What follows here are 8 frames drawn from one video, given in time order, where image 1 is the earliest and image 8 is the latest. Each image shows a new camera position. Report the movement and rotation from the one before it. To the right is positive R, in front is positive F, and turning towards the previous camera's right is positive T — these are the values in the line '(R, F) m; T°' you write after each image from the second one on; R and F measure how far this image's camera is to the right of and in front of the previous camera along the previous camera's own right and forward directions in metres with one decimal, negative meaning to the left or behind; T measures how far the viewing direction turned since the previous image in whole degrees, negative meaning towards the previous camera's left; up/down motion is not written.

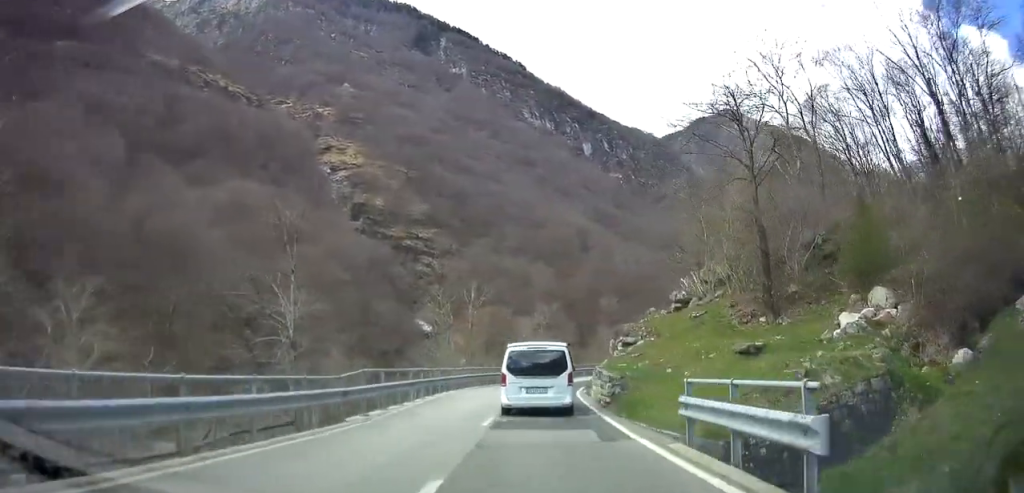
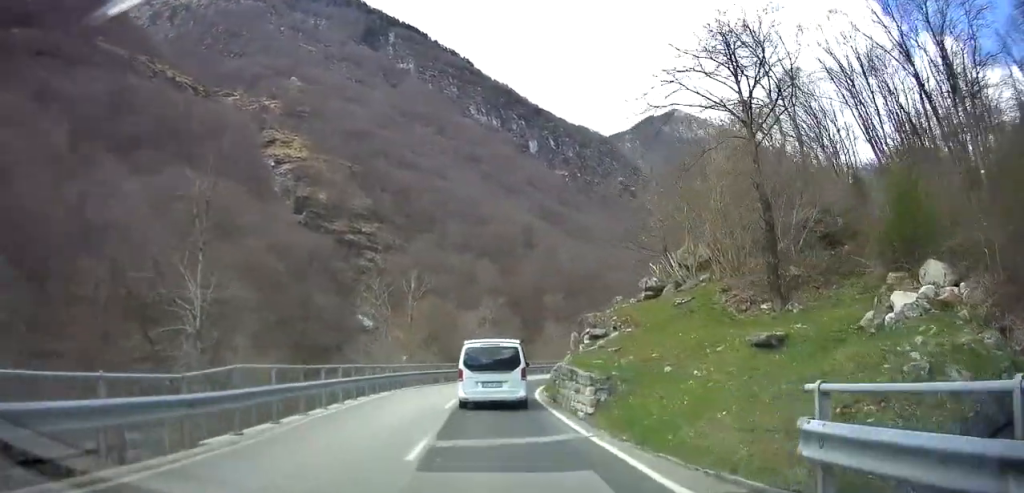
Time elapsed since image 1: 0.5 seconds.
(+0.7, +4.7) m; +7°
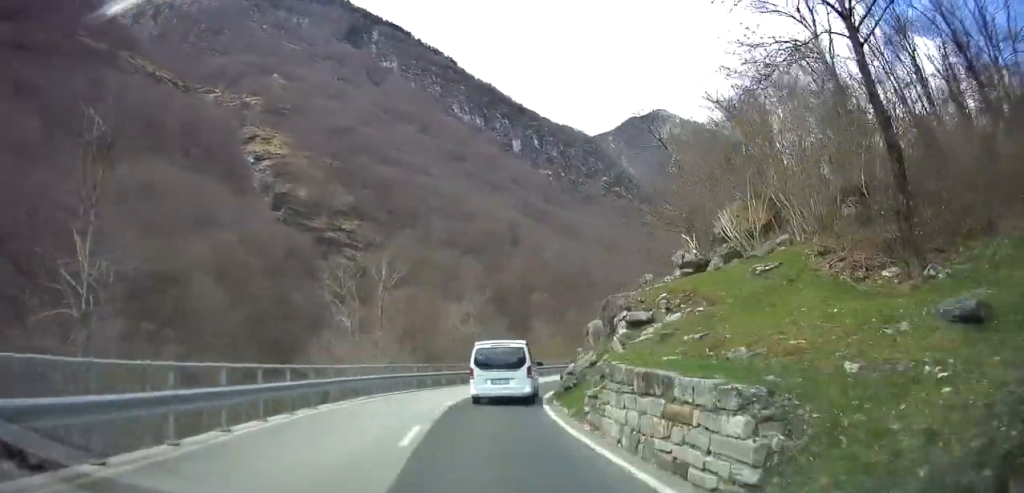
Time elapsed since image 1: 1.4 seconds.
(+0.7, +7.6) m; +5°
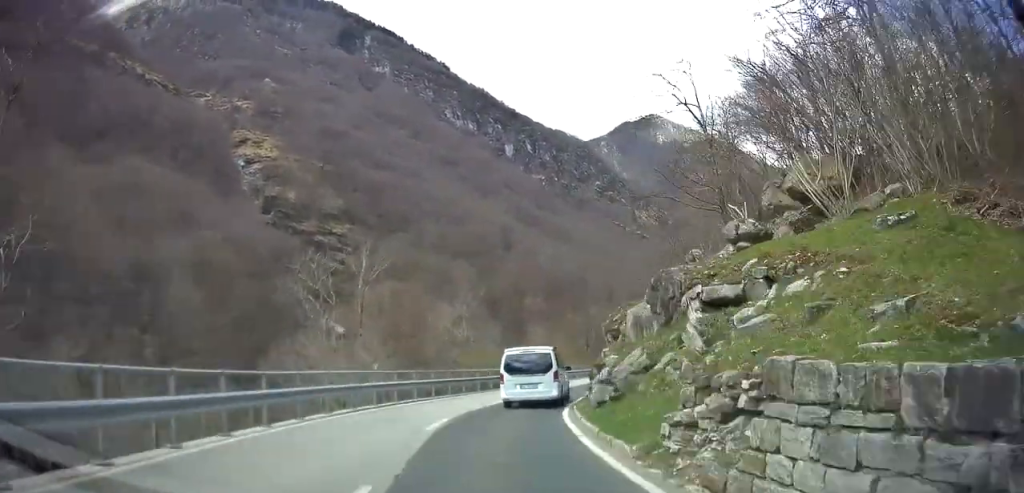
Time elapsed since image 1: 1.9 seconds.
(+0.2, +5.3) m; 0°
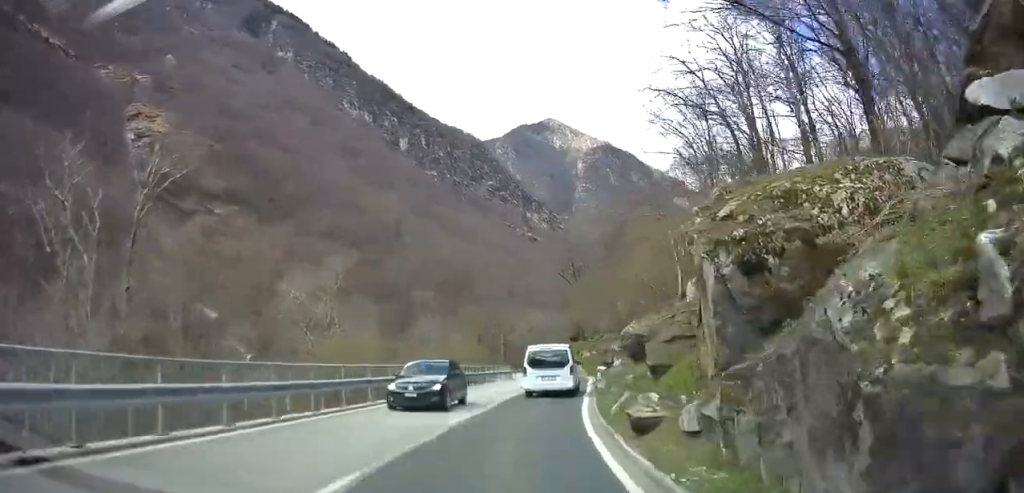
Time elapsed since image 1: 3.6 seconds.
(+1.2, +16.7) m; +11°
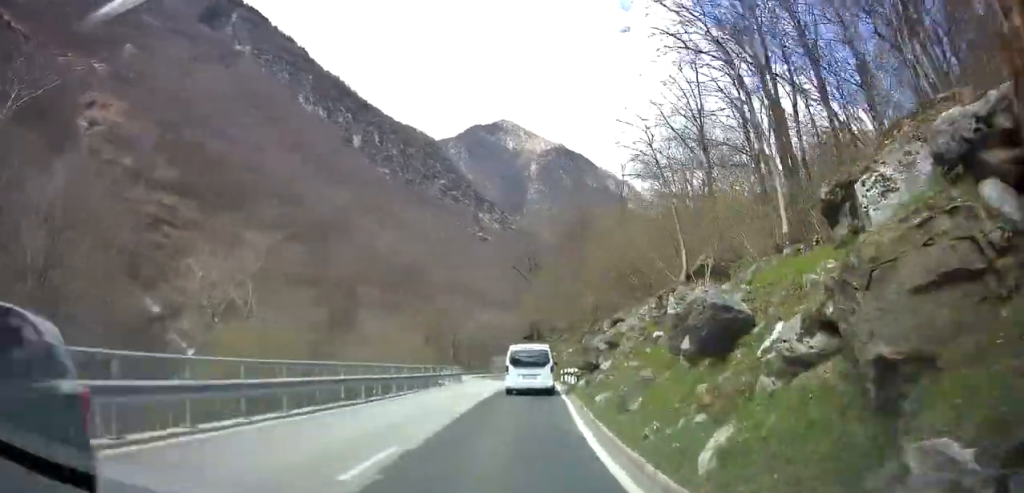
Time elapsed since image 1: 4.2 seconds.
(+0.2, +6.3) m; +4°
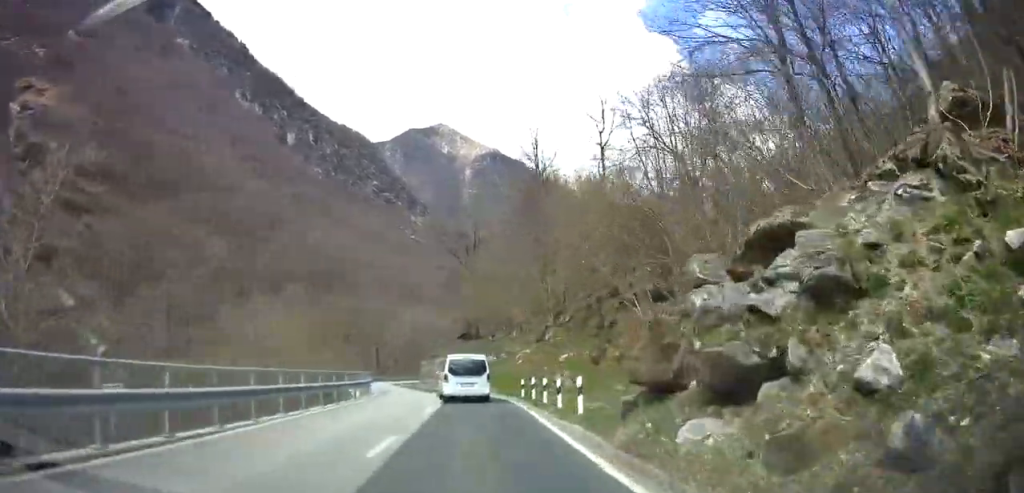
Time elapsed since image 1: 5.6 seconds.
(+0.9, +15.6) m; +7°
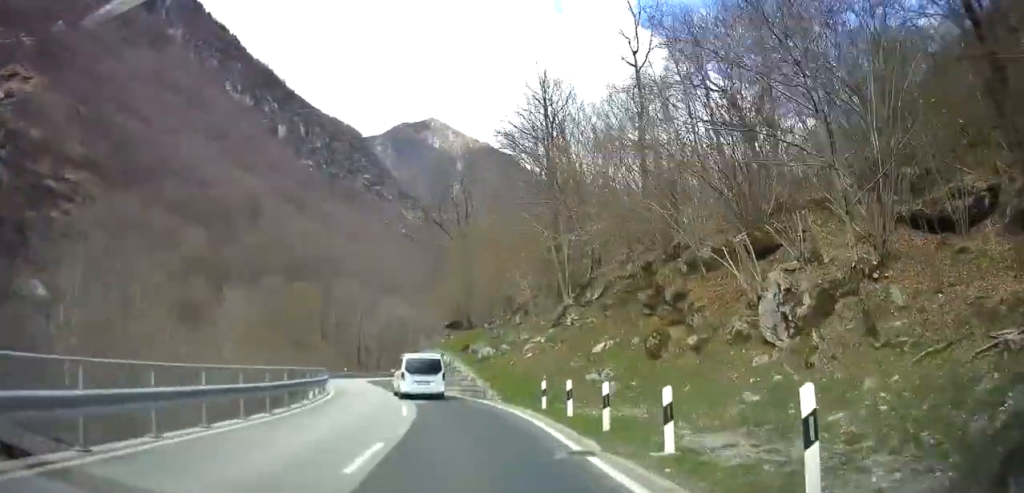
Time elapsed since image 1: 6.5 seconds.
(+0.4, +10.0) m; 0°
